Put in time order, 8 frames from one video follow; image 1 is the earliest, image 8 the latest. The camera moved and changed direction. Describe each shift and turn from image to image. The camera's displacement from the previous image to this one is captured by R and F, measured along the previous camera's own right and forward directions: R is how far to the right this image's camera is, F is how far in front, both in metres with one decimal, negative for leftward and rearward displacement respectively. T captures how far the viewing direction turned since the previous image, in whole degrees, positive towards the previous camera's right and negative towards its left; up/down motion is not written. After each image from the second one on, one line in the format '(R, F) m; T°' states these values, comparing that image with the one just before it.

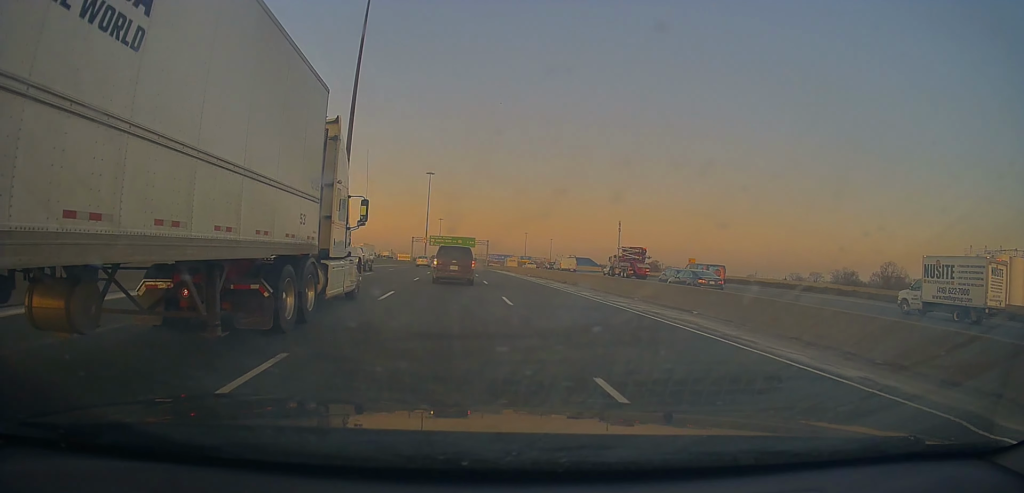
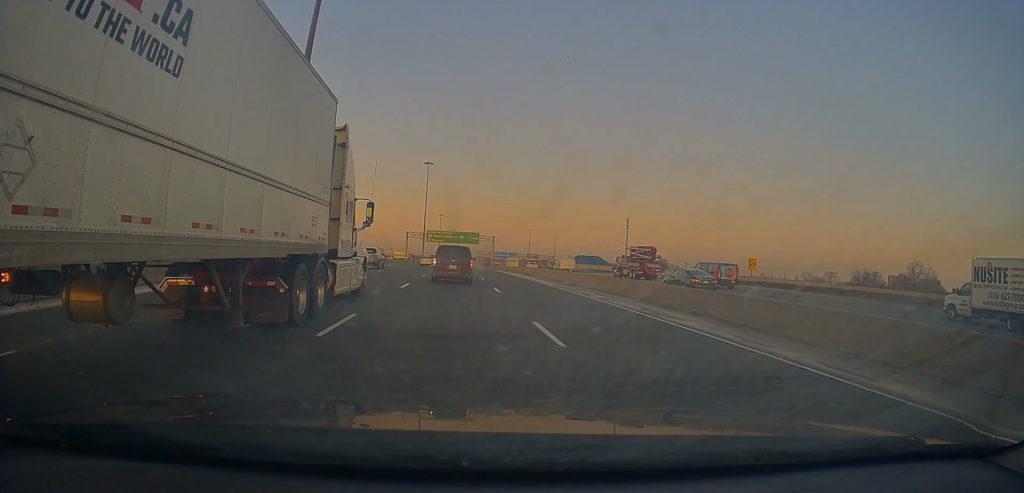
(-0.4, +19.1) m; -1°
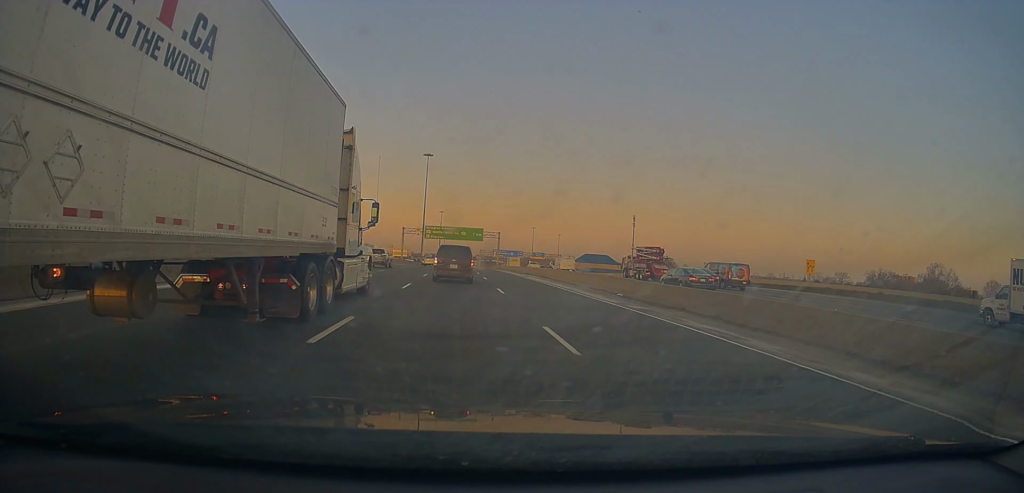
(0.0, +12.8) m; 0°
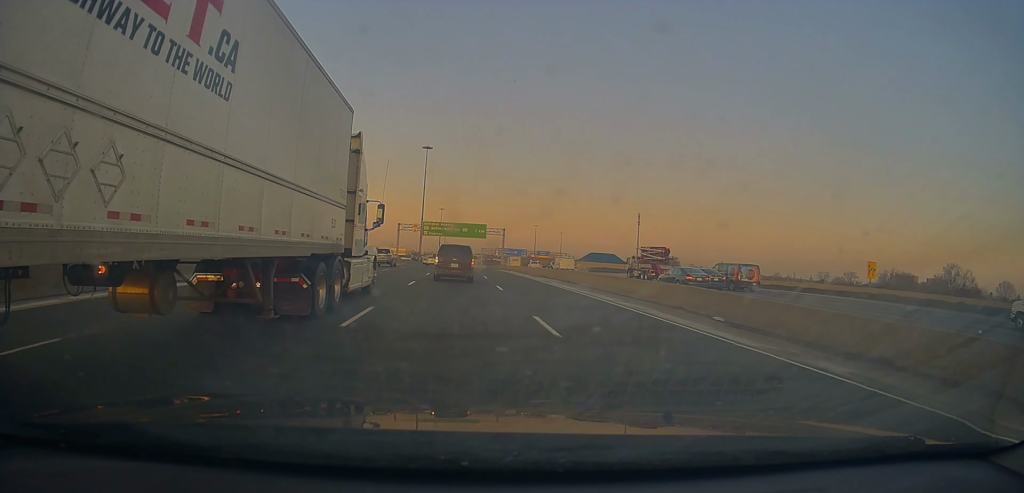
(+0.1, +10.4) m; 0°
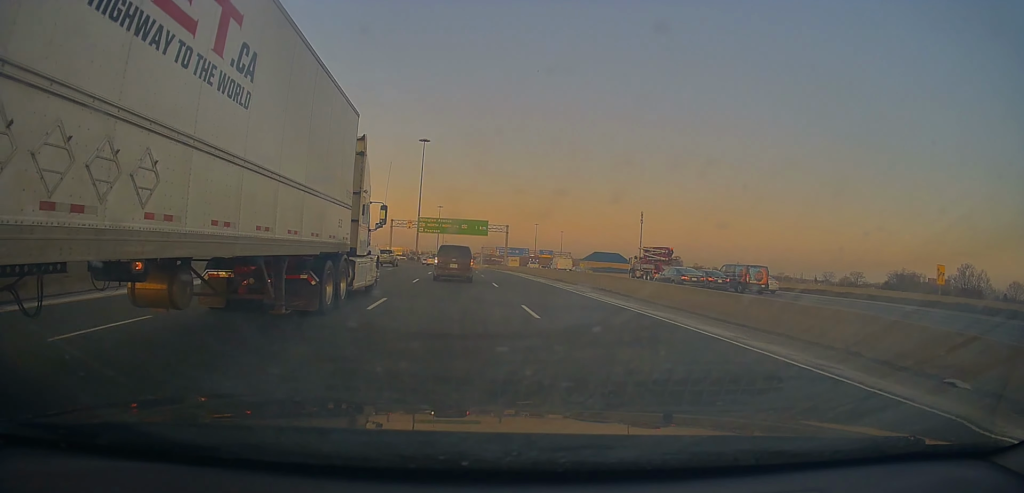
(0.0, +9.7) m; 0°
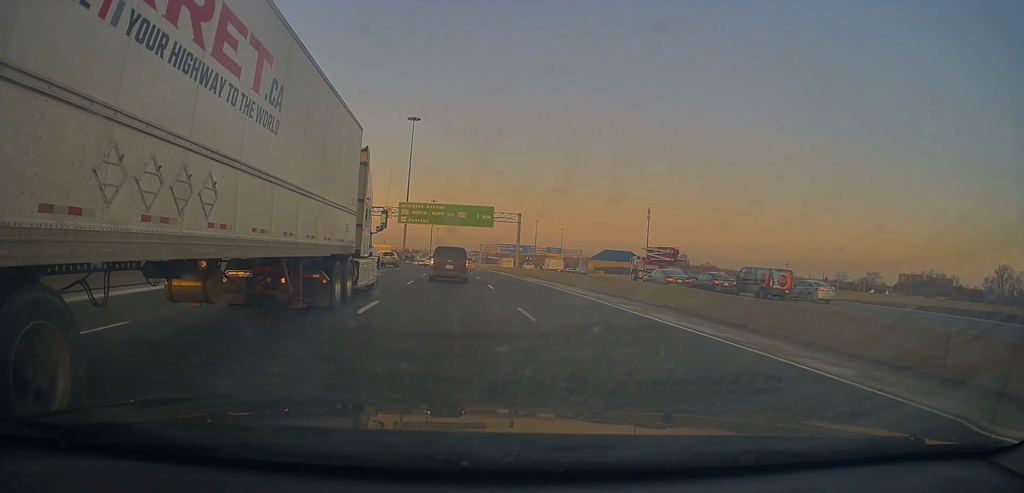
(+0.1, +25.0) m; +1°
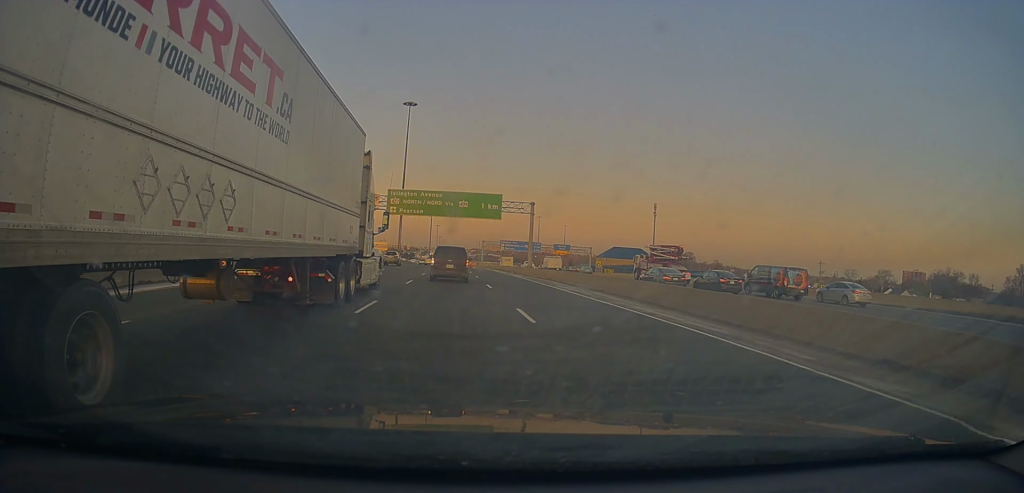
(+0.3, +12.1) m; 0°
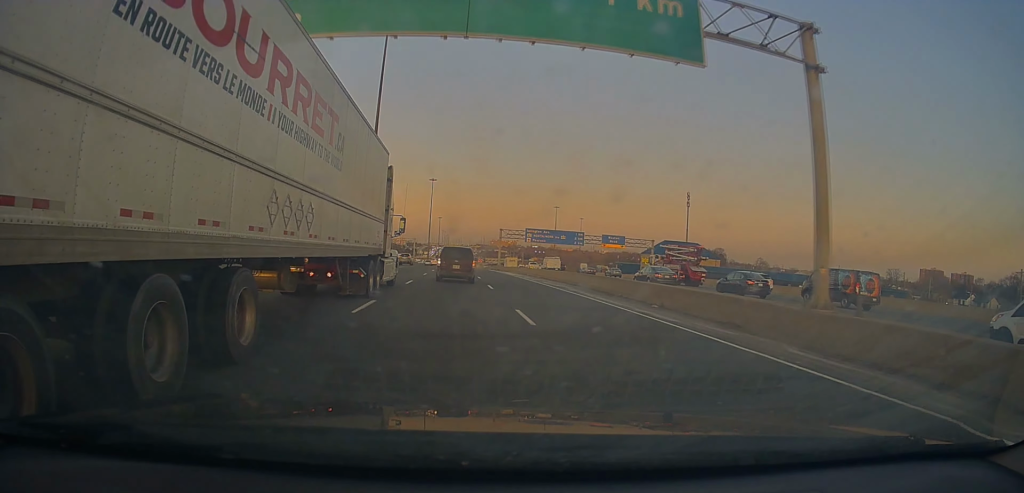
(-1.0, +48.7) m; -1°
